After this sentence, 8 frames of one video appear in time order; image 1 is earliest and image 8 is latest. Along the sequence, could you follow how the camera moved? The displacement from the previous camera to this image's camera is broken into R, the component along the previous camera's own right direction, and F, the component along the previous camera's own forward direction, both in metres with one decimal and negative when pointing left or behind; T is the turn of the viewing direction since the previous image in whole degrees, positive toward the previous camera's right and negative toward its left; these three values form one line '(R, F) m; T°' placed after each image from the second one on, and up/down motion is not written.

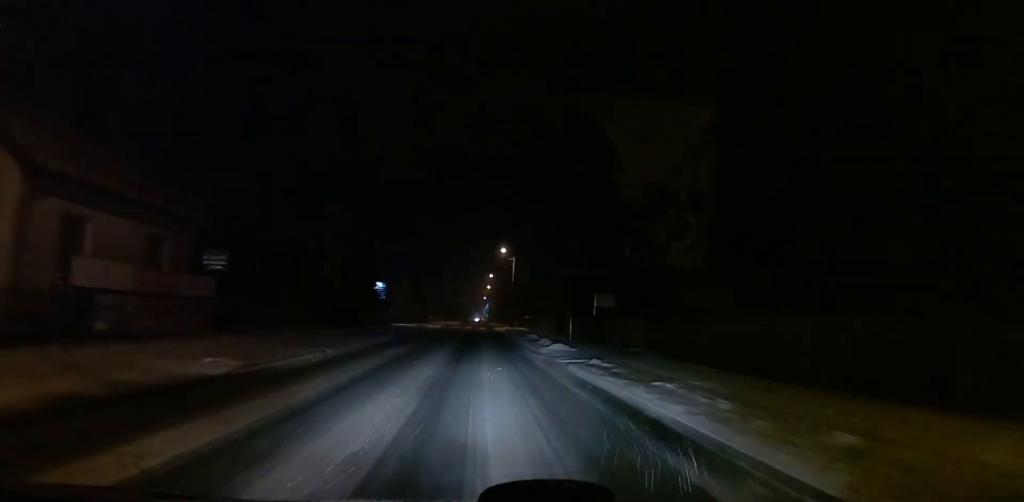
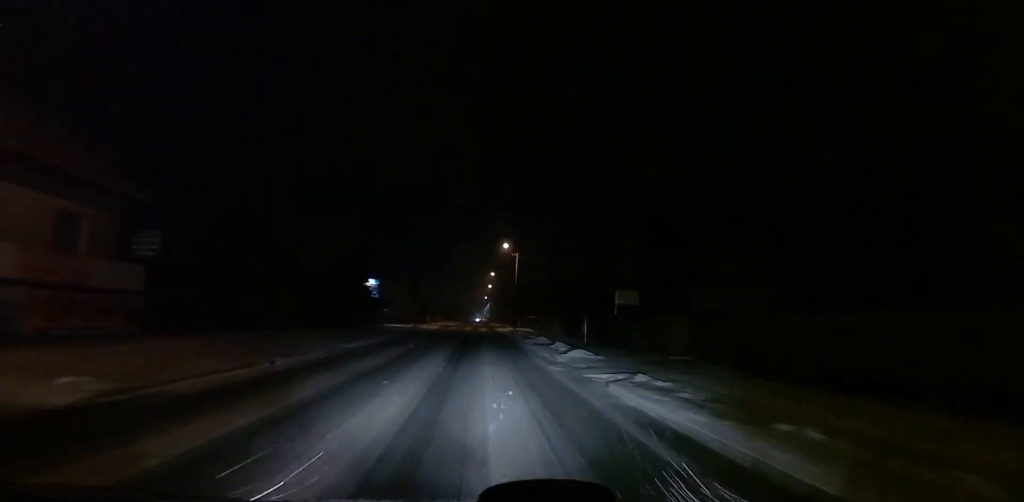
(+0.1, +5.1) m; +1°
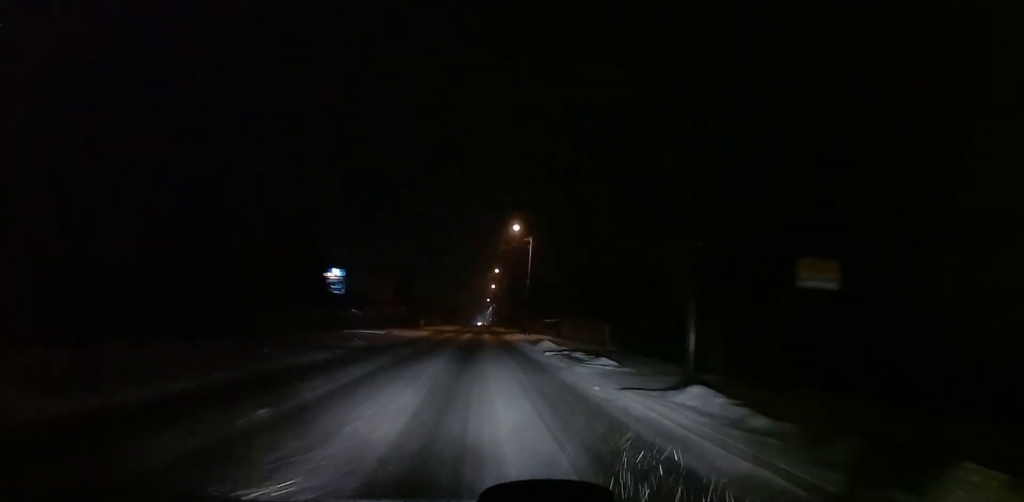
(+0.1, +16.9) m; +1°
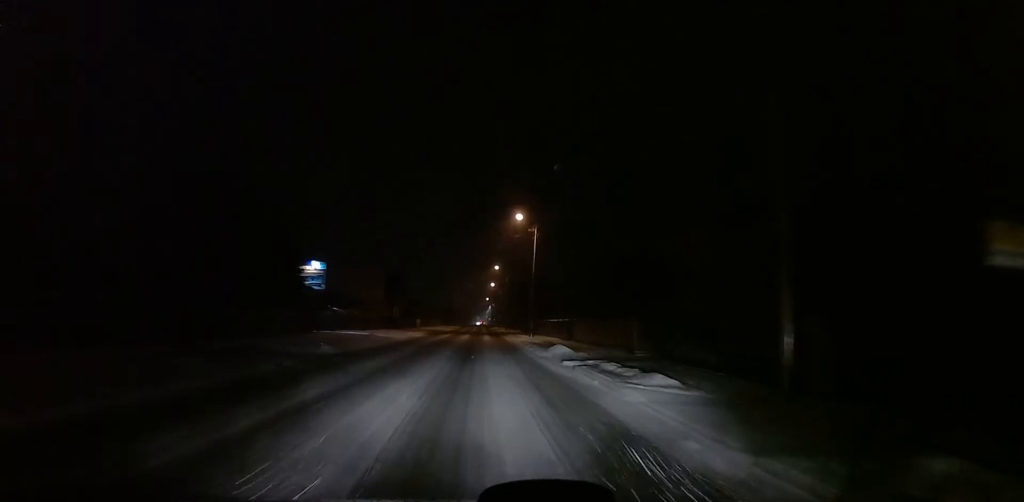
(0.0, +5.7) m; +1°
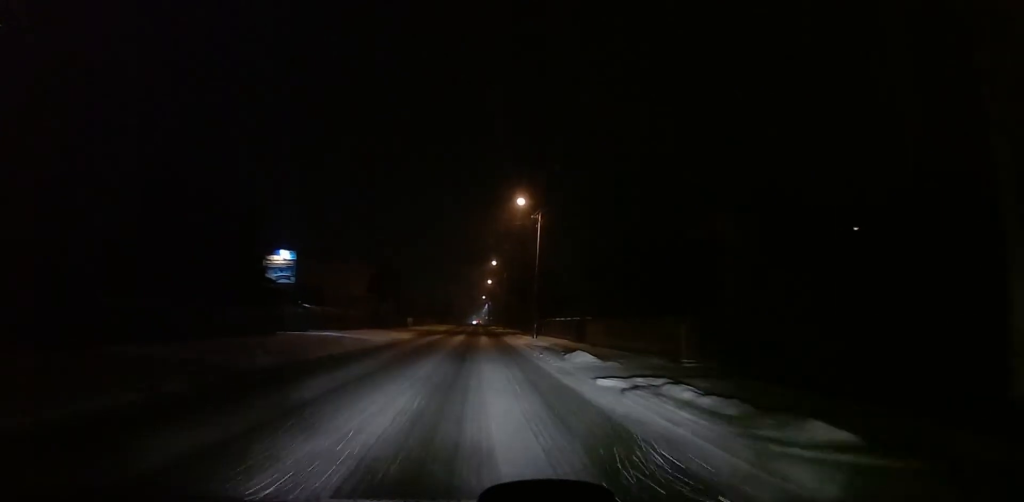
(-0.1, +5.7) m; +1°
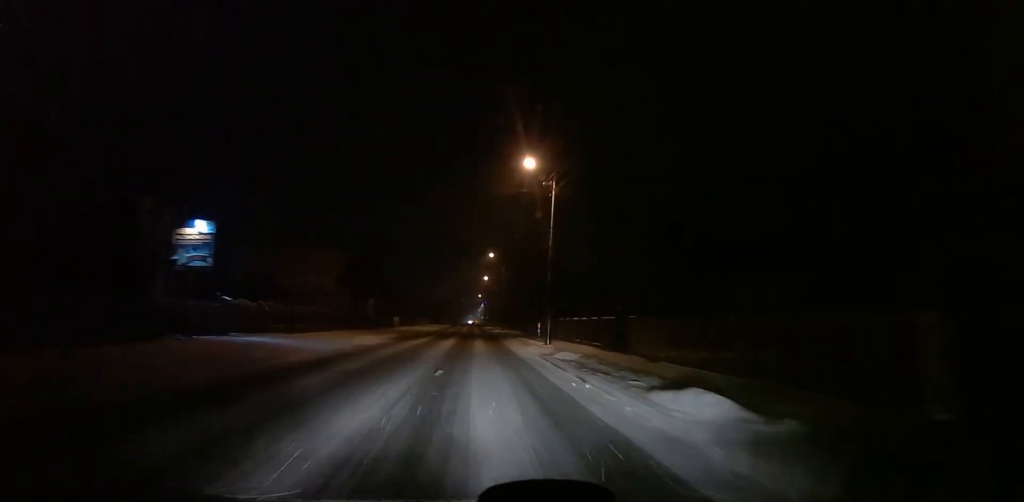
(+0.3, +11.1) m; -1°
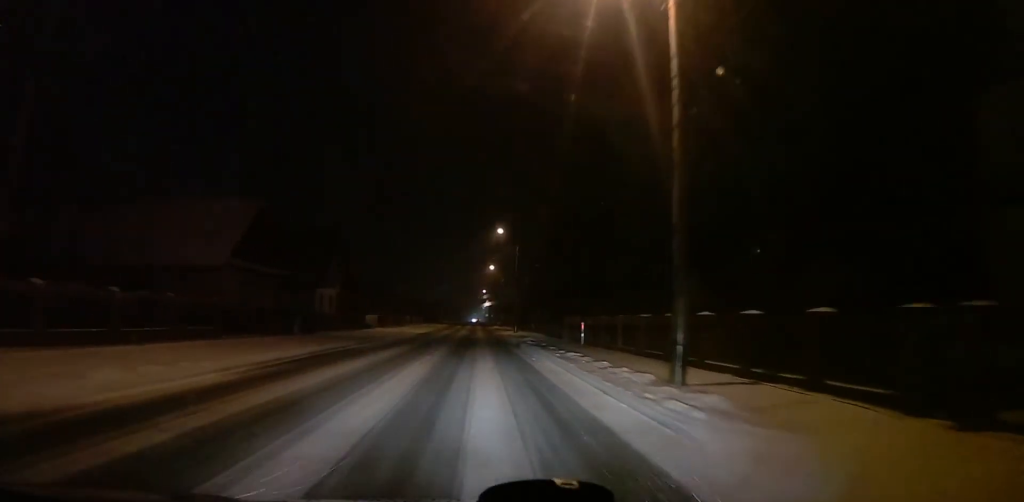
(-0.7, +21.5) m; -1°
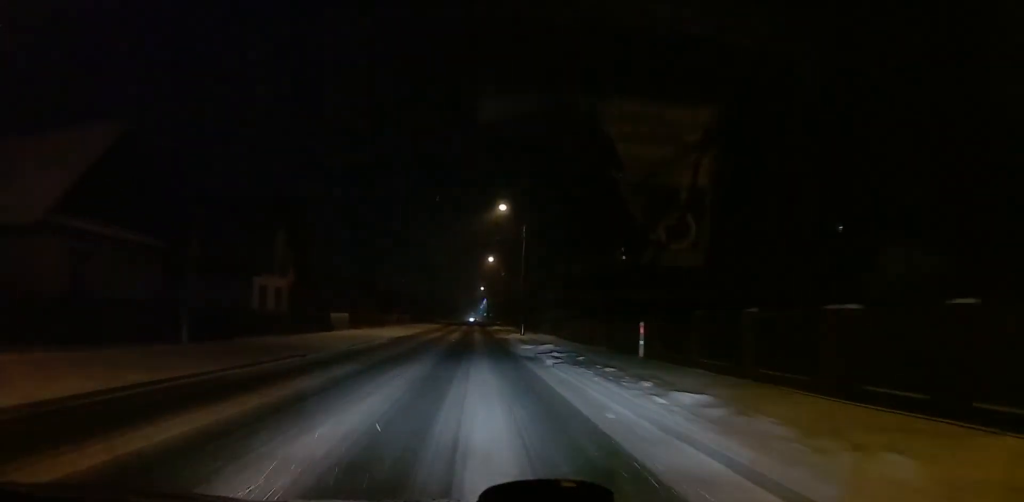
(+0.6, +12.7) m; 0°
